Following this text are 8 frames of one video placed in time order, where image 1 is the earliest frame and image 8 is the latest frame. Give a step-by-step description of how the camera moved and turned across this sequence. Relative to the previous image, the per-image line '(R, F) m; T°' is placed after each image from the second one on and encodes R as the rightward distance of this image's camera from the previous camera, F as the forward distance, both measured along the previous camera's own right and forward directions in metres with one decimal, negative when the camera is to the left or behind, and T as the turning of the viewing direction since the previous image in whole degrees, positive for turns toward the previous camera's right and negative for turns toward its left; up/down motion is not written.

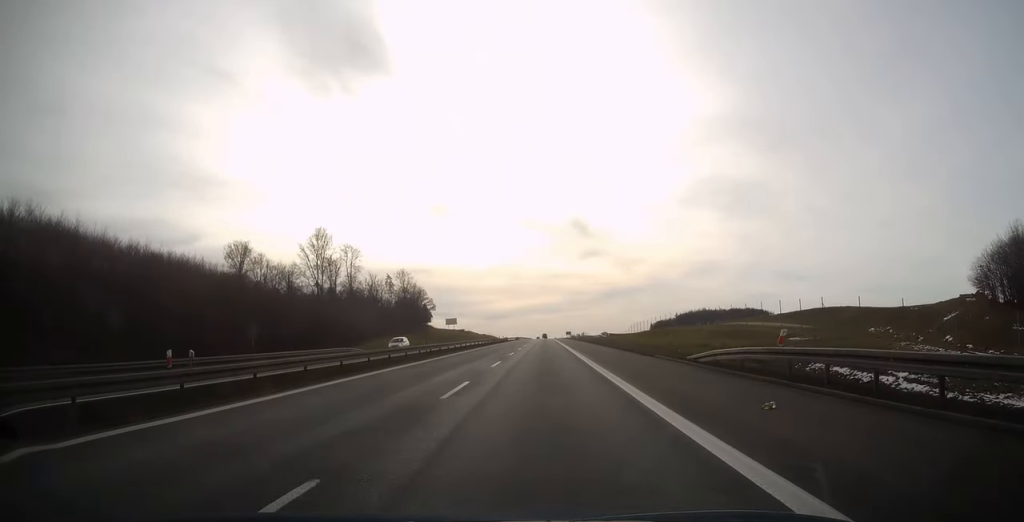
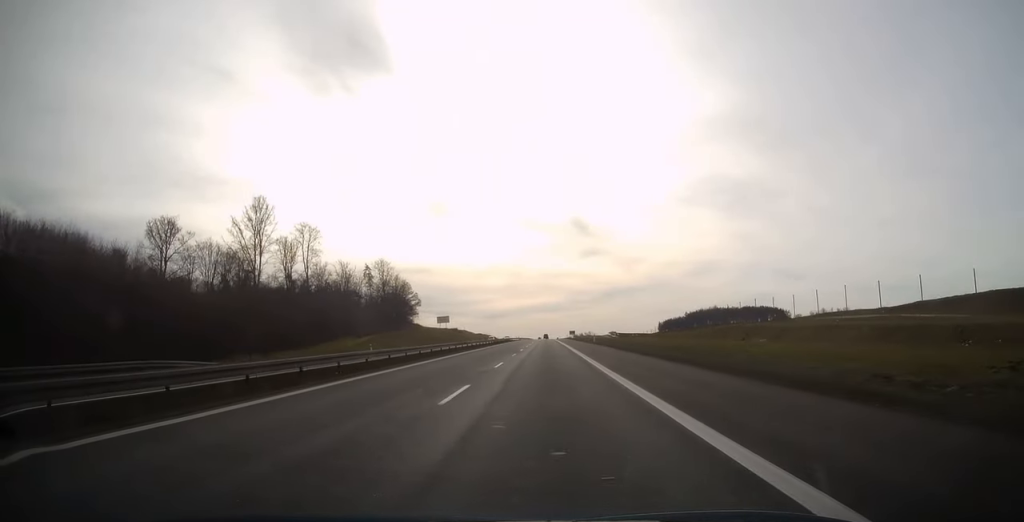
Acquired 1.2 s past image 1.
(0.0, +36.7) m; 0°
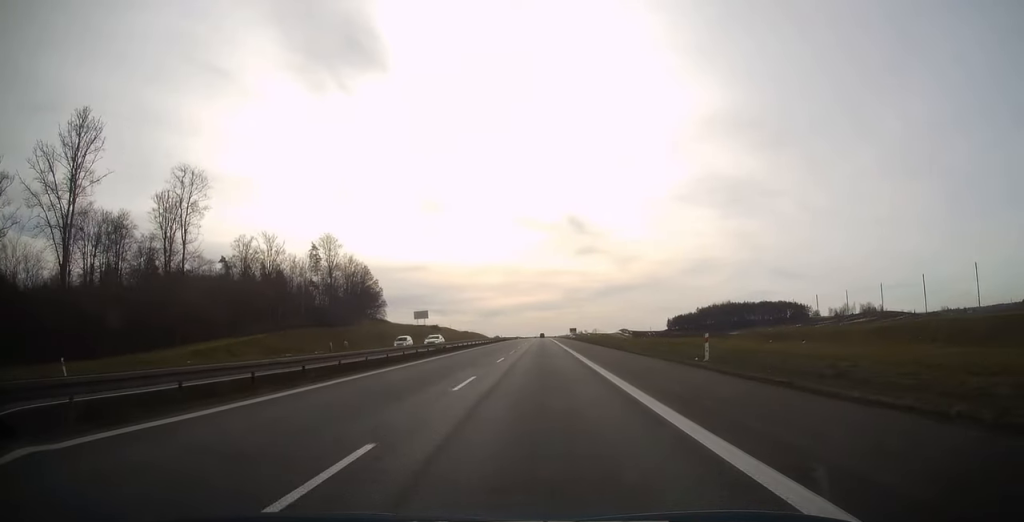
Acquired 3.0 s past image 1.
(0.0, +55.2) m; 0°
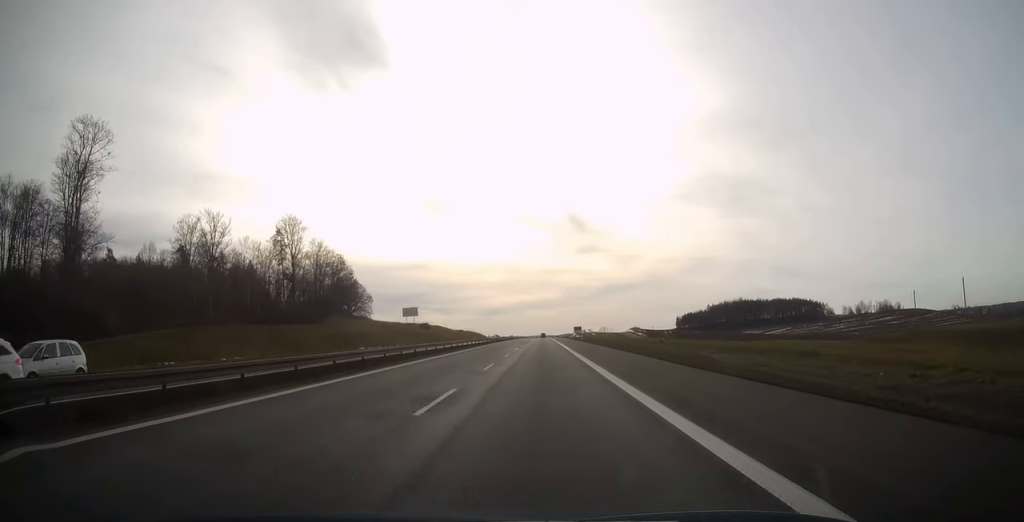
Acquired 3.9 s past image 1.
(0.0, +28.7) m; 0°
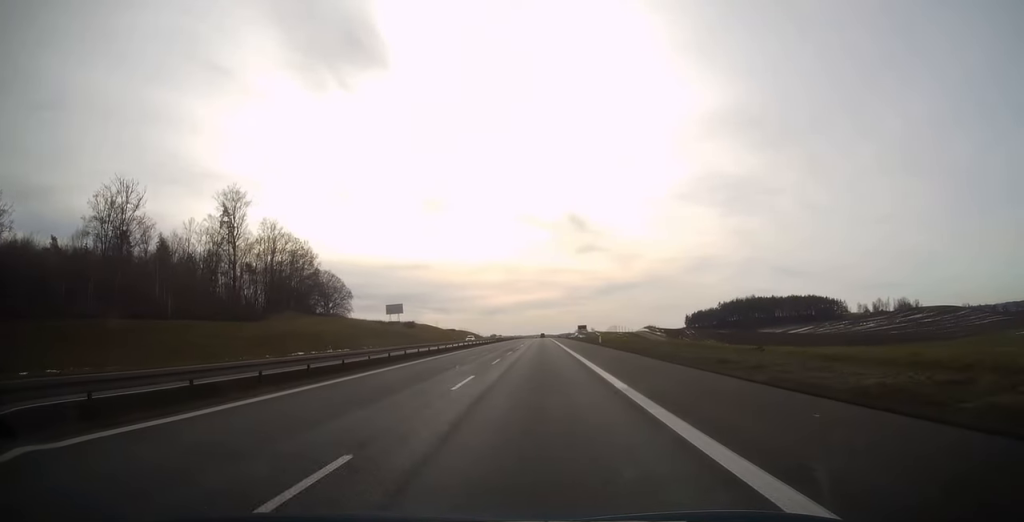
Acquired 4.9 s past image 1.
(0.0, +30.7) m; 0°
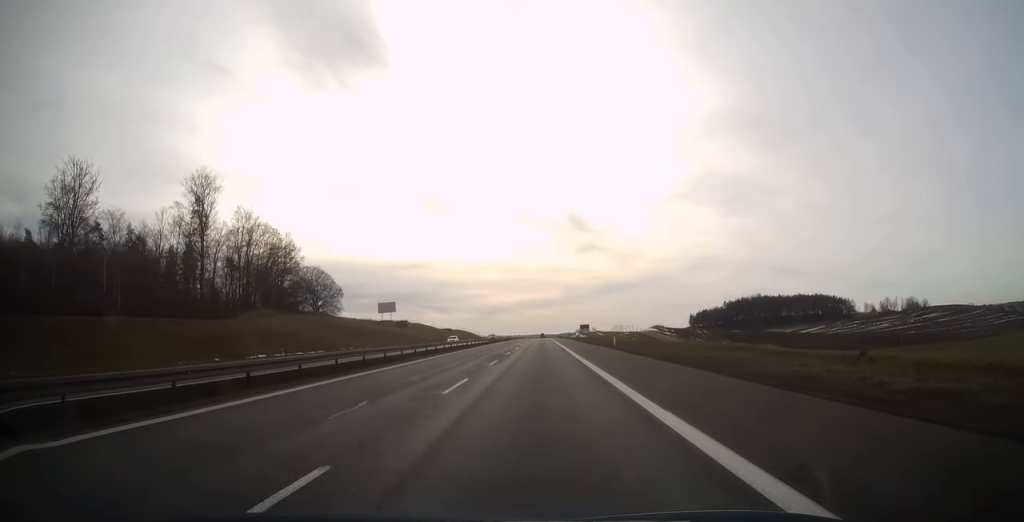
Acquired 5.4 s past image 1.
(0.0, +12.8) m; 0°
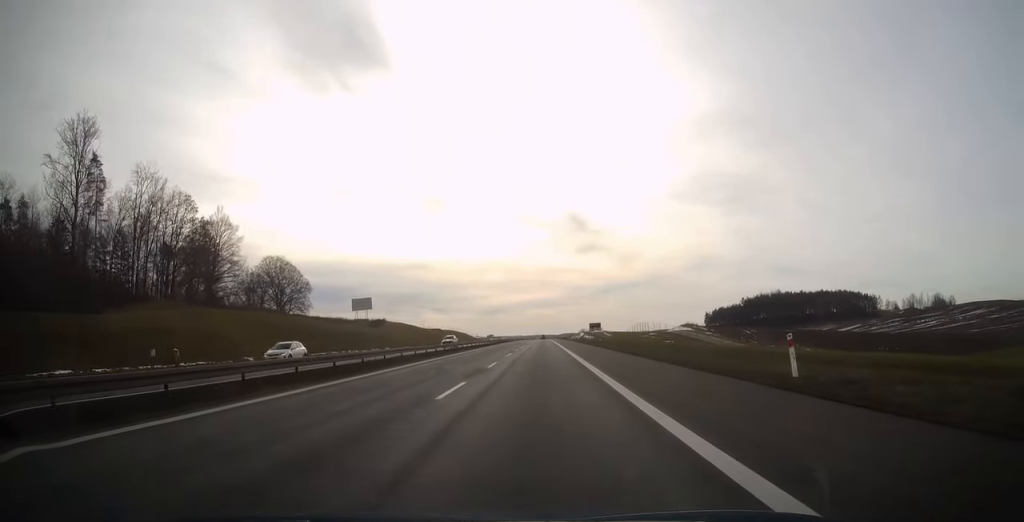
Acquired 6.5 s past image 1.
(0.0, +36.4) m; 0°
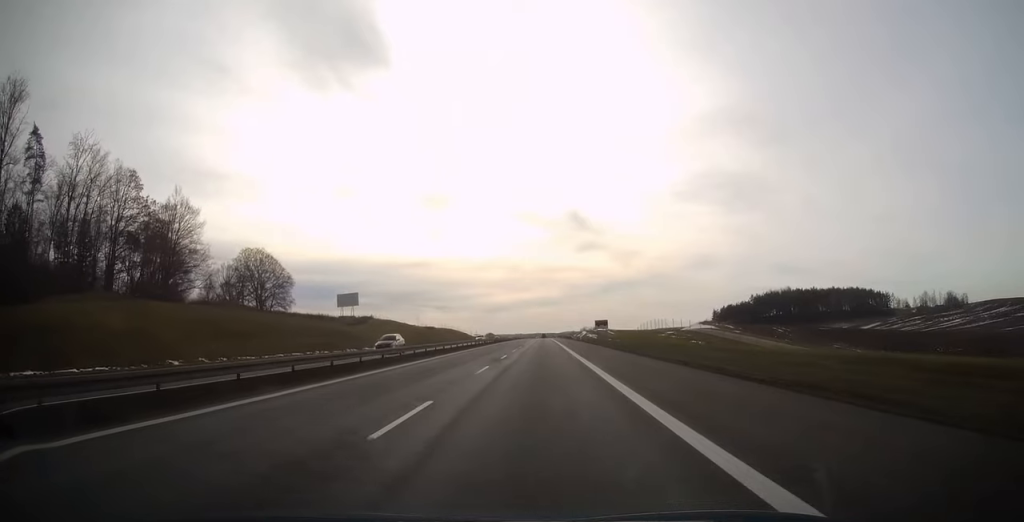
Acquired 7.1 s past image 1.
(0.0, +16.4) m; 0°
